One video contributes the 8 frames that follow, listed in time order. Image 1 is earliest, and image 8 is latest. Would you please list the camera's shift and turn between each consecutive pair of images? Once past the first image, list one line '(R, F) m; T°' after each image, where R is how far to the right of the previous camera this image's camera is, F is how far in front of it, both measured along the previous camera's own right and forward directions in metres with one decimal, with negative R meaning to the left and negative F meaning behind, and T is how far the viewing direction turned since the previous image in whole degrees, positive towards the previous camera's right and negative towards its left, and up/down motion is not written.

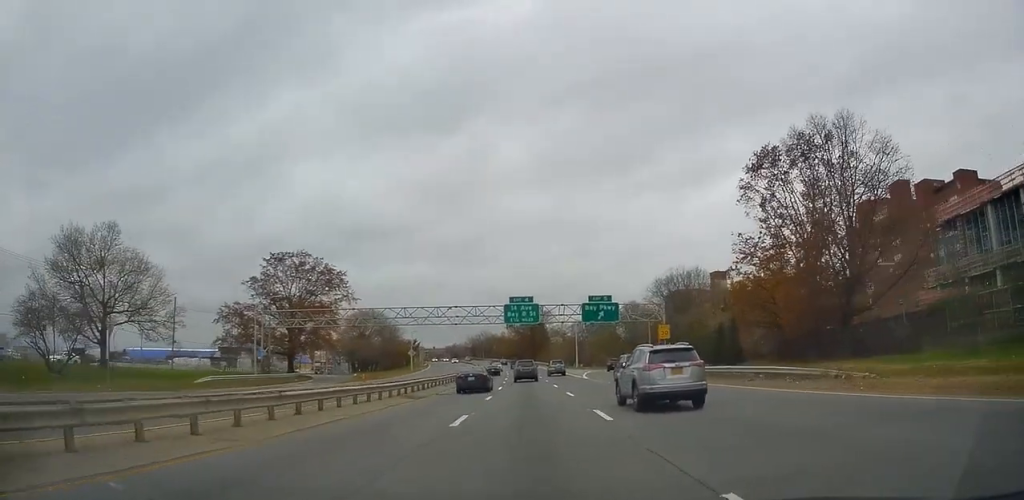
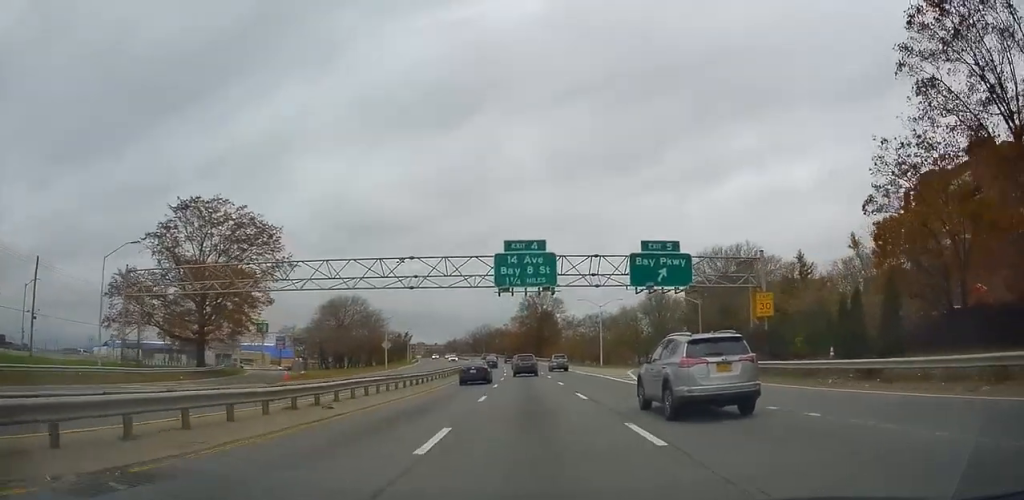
(0.0, +26.7) m; 0°
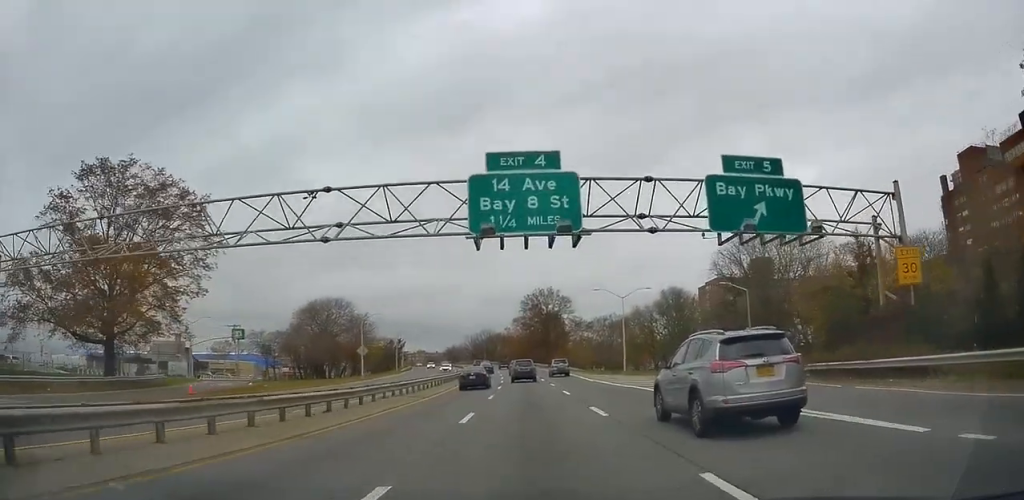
(+0.1, +15.9) m; 0°
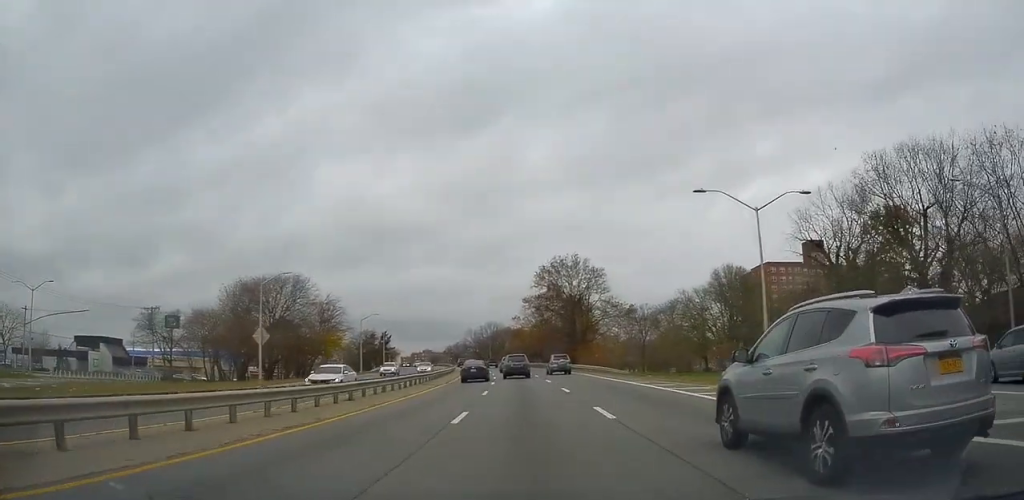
(-0.6, +34.6) m; -2°
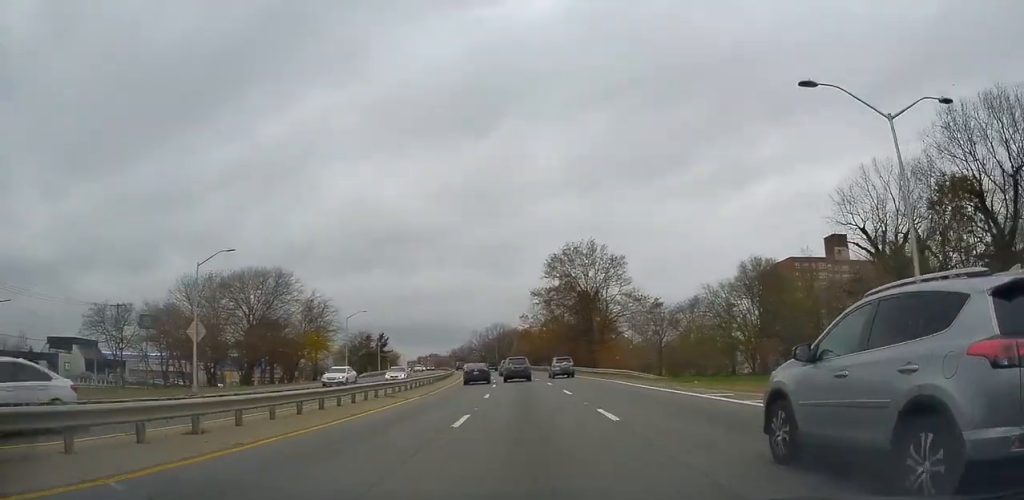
(-0.1, +11.2) m; 0°
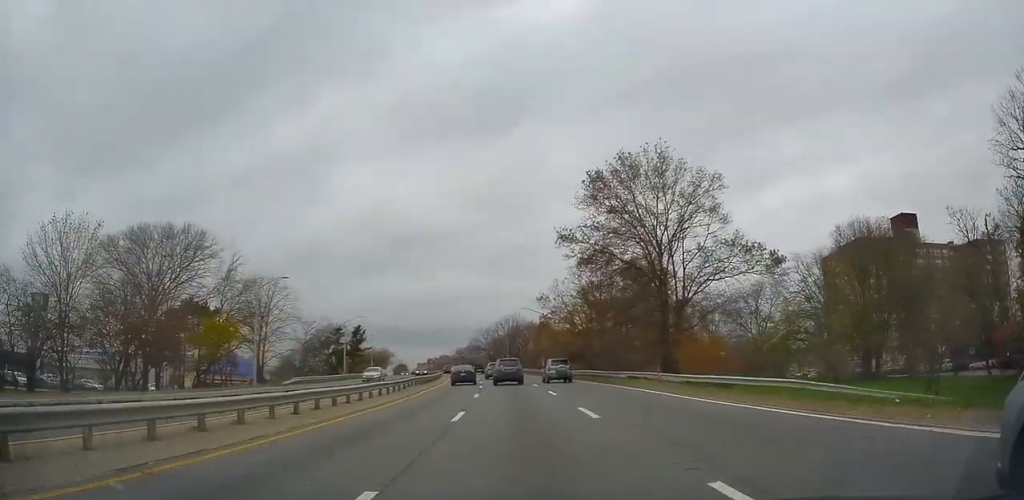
(-0.1, +31.8) m; -1°
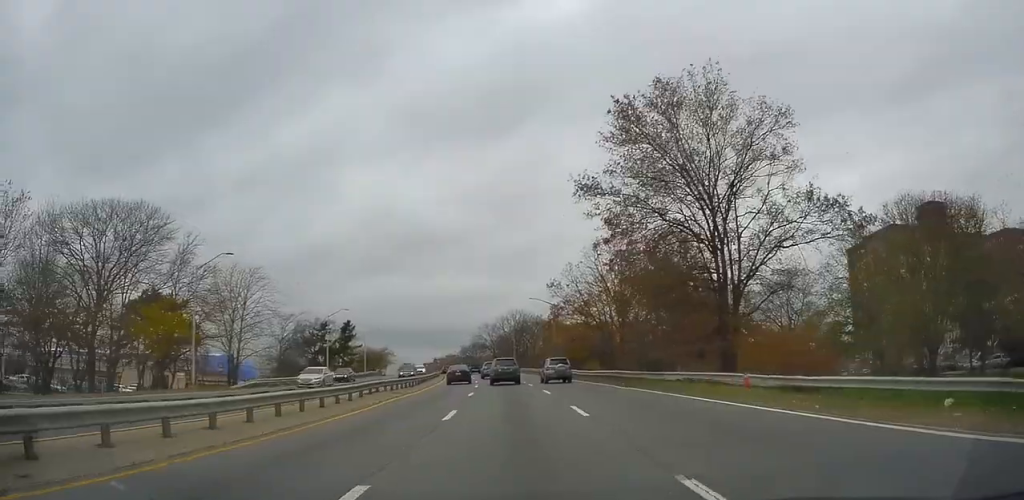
(-0.2, +10.9) m; -1°
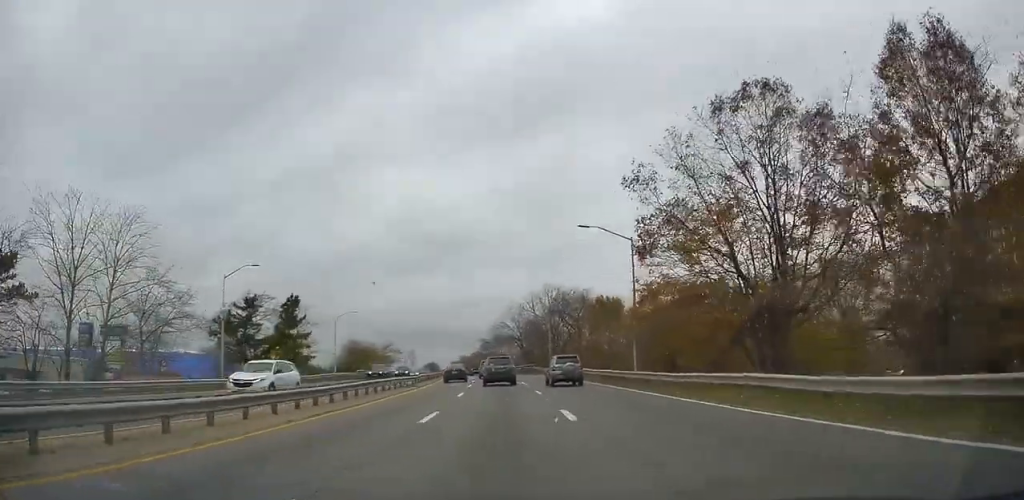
(-0.6, +35.0) m; -1°
